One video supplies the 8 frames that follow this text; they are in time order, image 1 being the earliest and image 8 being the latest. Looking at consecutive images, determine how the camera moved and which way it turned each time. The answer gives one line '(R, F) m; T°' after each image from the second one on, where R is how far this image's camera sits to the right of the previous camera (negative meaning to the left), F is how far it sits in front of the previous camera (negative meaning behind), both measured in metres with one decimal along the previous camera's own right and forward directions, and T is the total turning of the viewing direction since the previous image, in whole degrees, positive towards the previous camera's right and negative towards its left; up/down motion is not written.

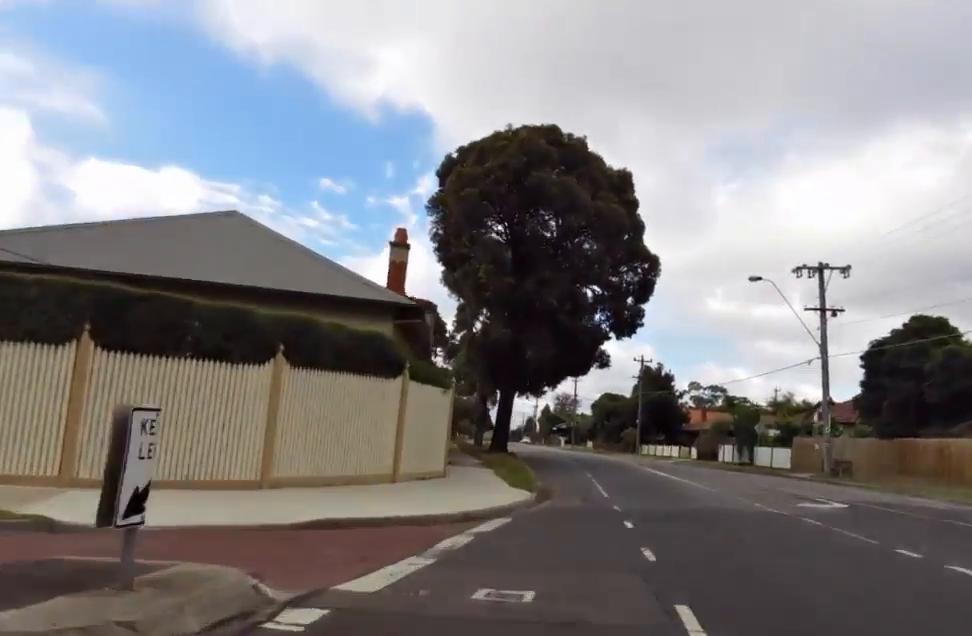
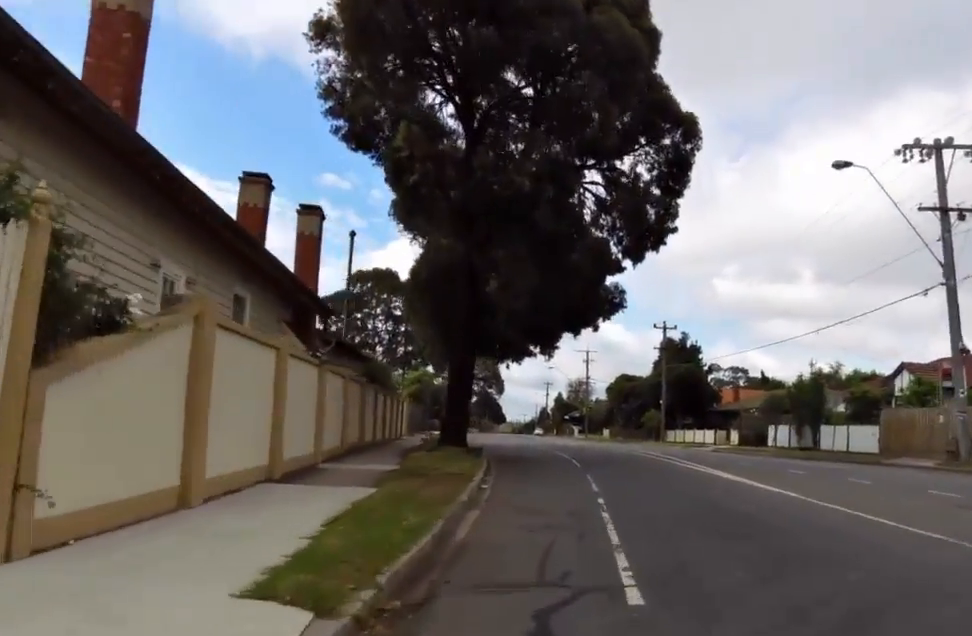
(-0.2, +12.8) m; -14°
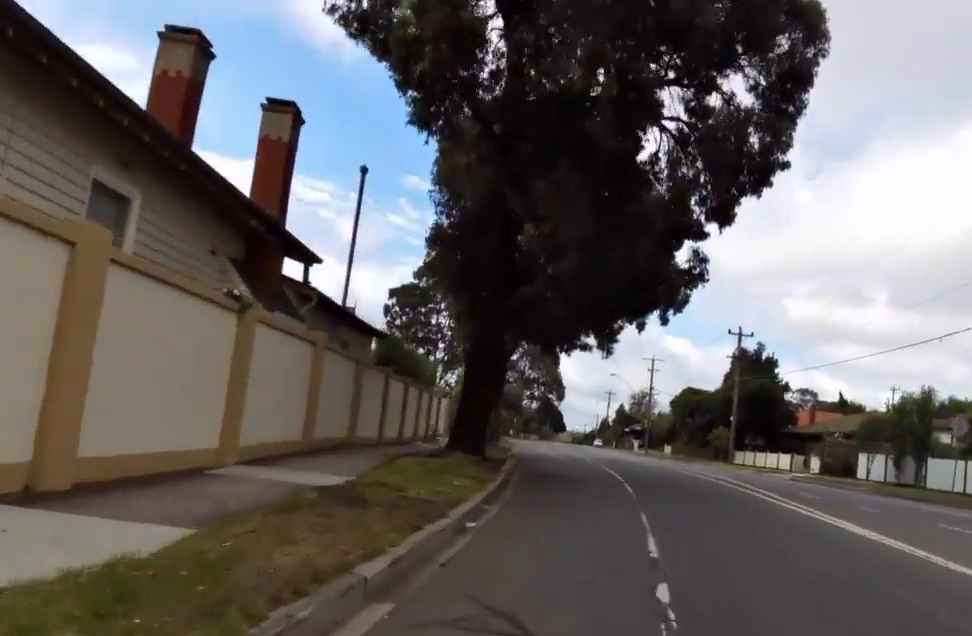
(-1.1, +5.6) m; -1°
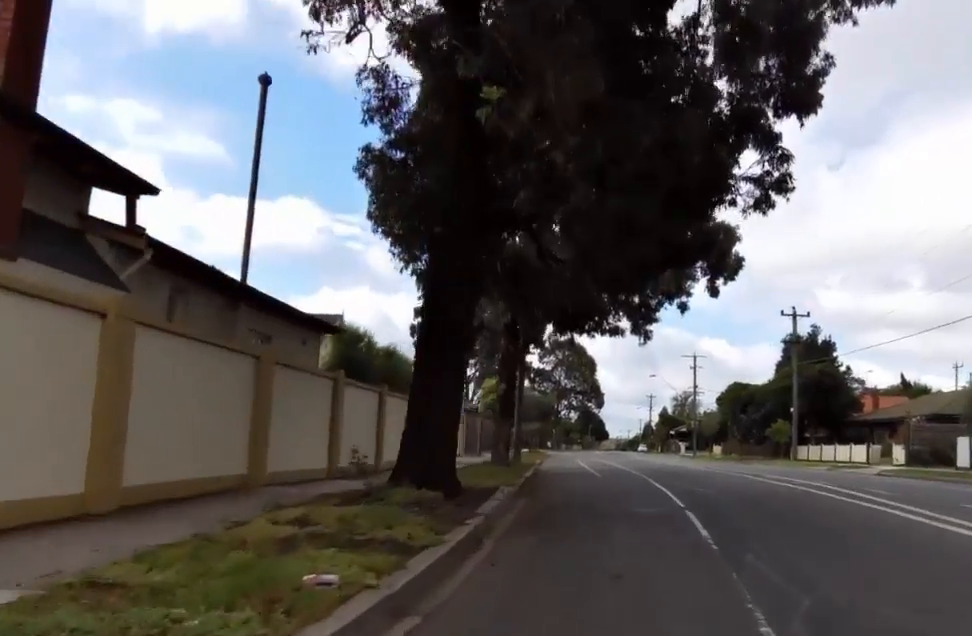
(+0.2, +6.1) m; 0°
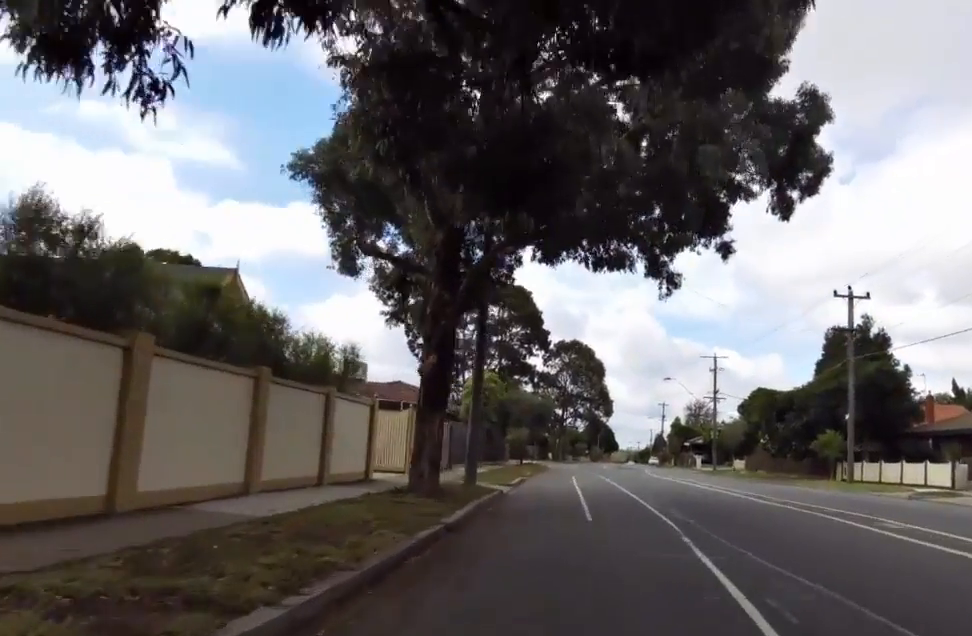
(-0.1, +9.2) m; 0°
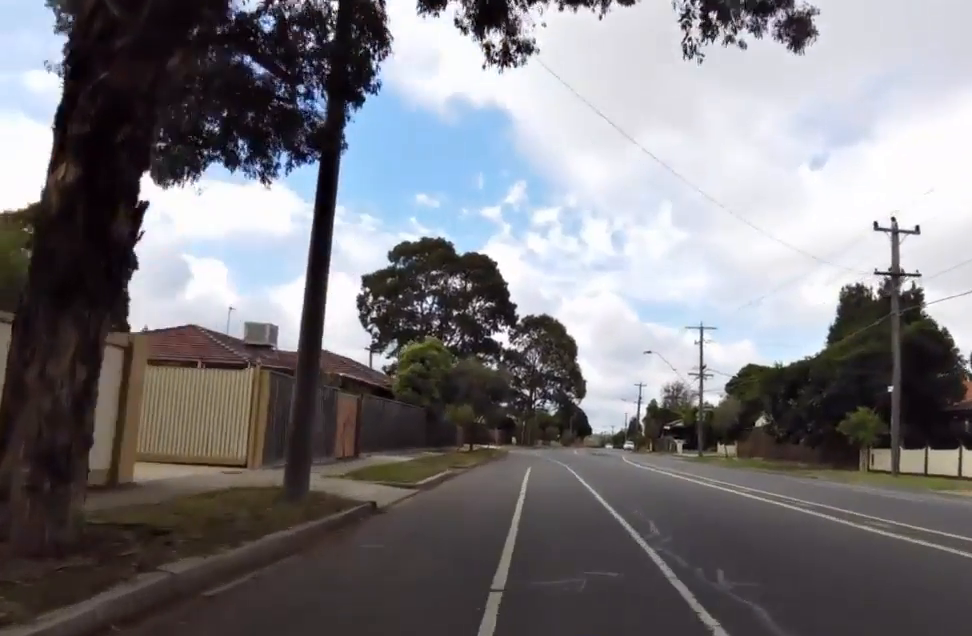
(+0.5, +8.5) m; 0°
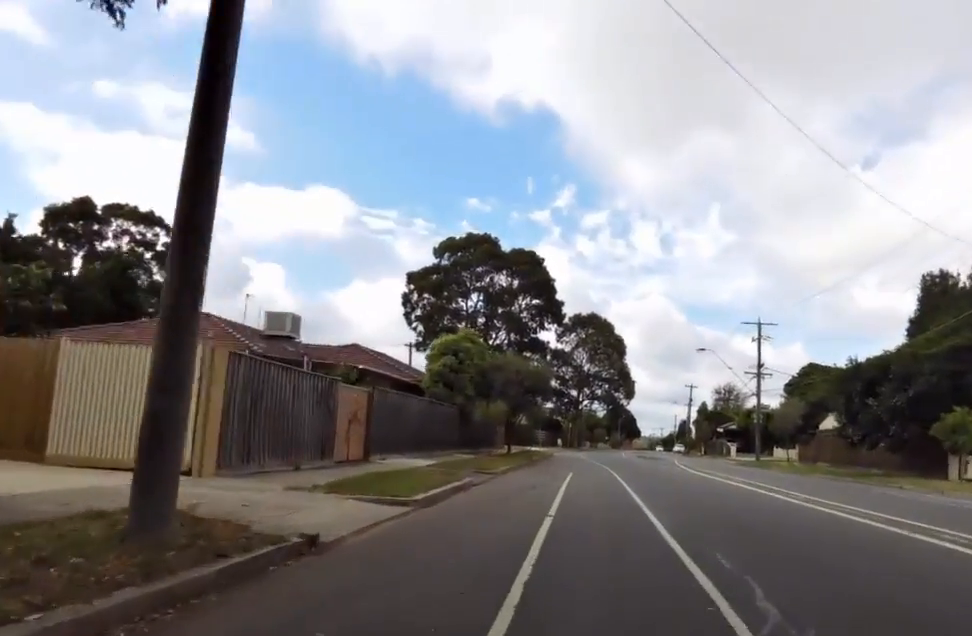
(0.0, +3.9) m; -2°
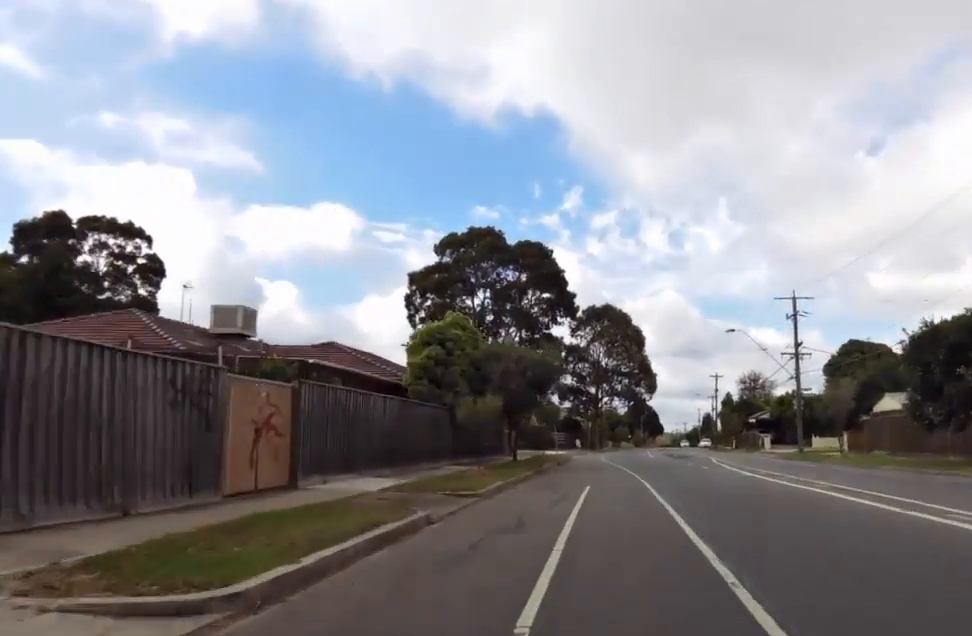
(-0.7, +6.1) m; -7°
